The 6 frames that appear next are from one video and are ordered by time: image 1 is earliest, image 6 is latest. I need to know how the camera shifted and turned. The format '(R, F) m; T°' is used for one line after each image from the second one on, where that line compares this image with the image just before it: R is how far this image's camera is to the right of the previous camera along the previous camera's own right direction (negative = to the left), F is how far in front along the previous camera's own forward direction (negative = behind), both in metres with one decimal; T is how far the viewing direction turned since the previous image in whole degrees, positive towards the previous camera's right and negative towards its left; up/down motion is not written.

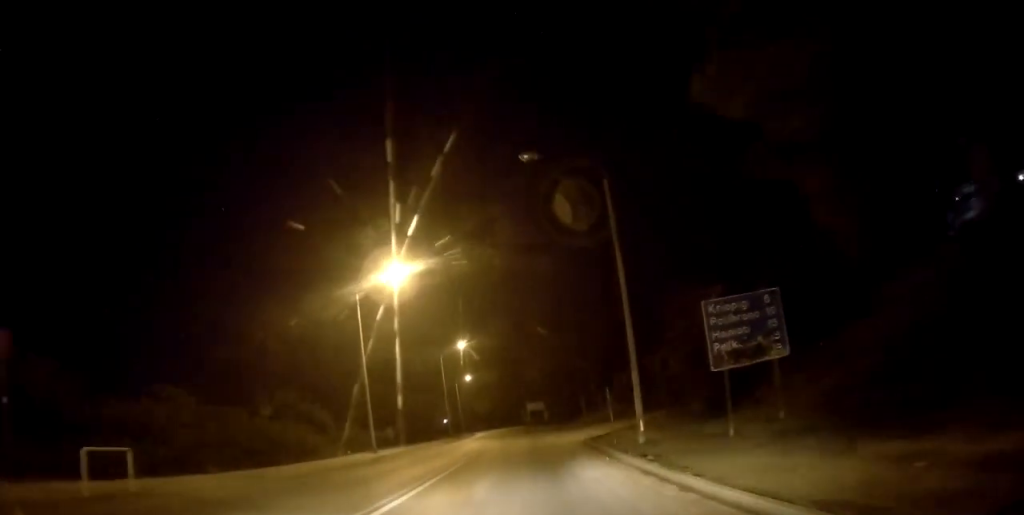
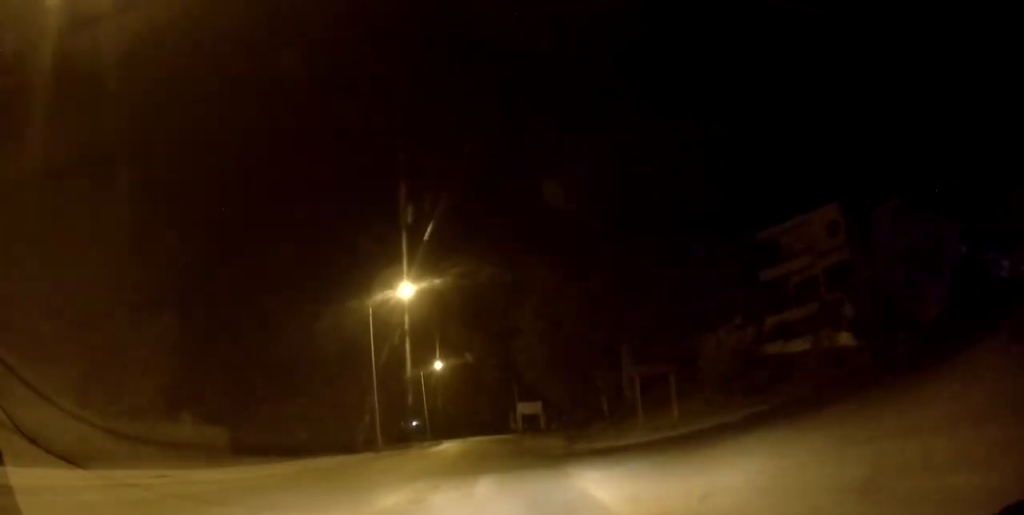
(+0.3, +28.0) m; +4°
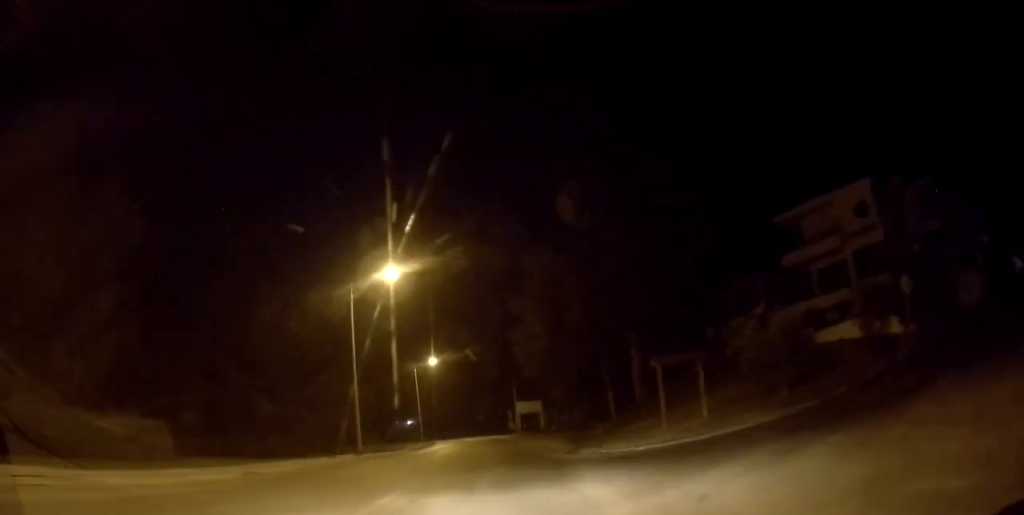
(0.0, +4.1) m; +1°
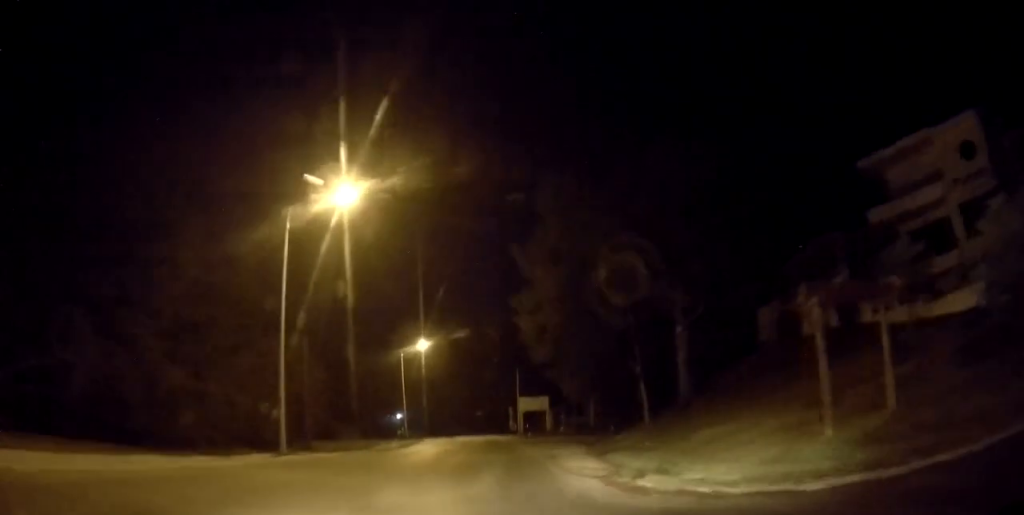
(+0.3, +11.0) m; +2°
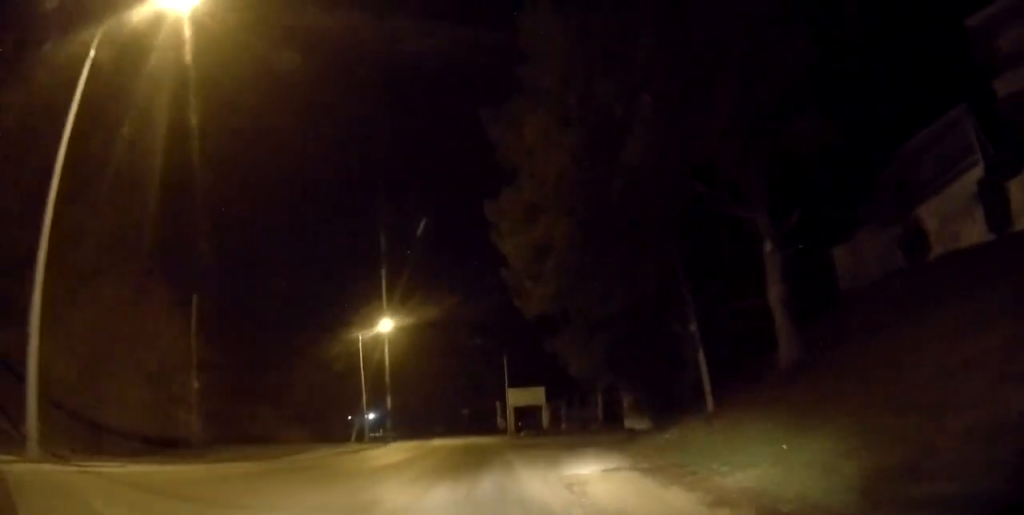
(-0.3, +12.1) m; -2°
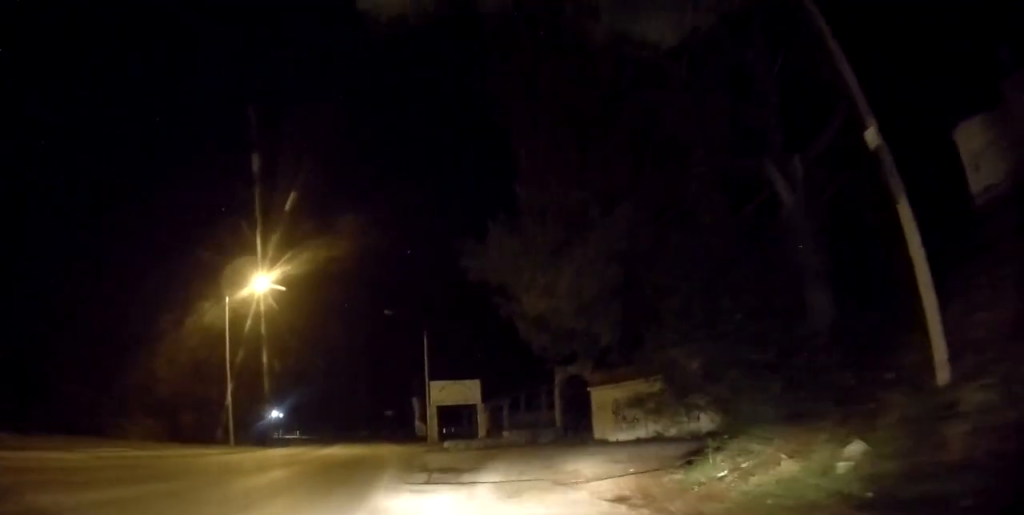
(+0.8, +14.0) m; +10°
